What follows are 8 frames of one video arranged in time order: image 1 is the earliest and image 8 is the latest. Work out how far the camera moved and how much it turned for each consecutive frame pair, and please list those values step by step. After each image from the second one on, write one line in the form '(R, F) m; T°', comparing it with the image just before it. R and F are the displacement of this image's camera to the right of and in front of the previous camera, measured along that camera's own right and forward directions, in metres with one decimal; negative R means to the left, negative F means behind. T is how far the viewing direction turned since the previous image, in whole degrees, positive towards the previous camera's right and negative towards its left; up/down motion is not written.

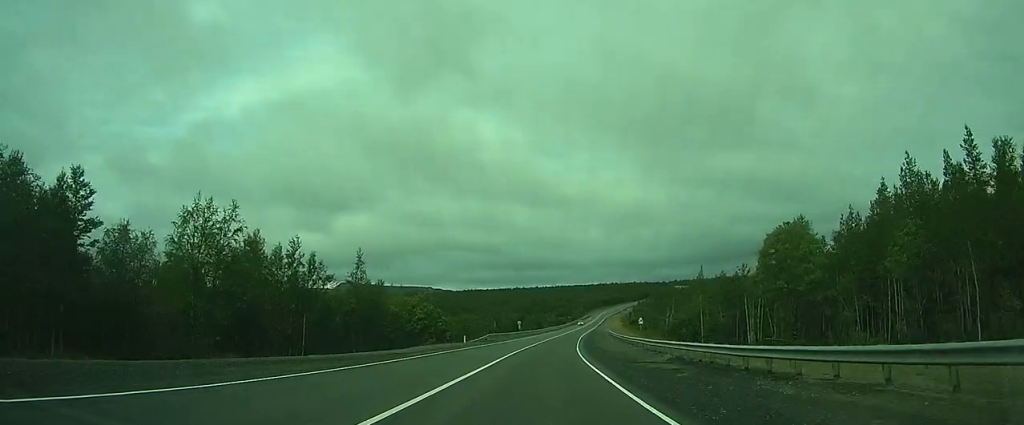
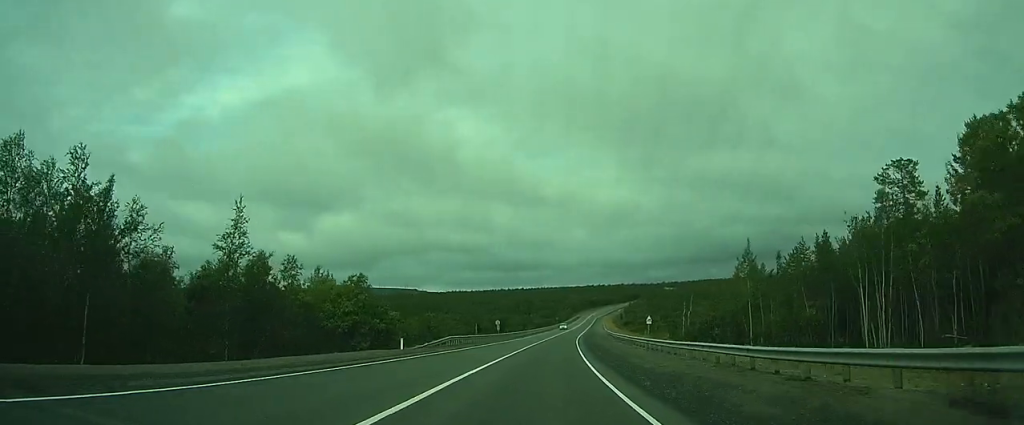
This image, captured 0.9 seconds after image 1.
(0.0, +22.6) m; -1°
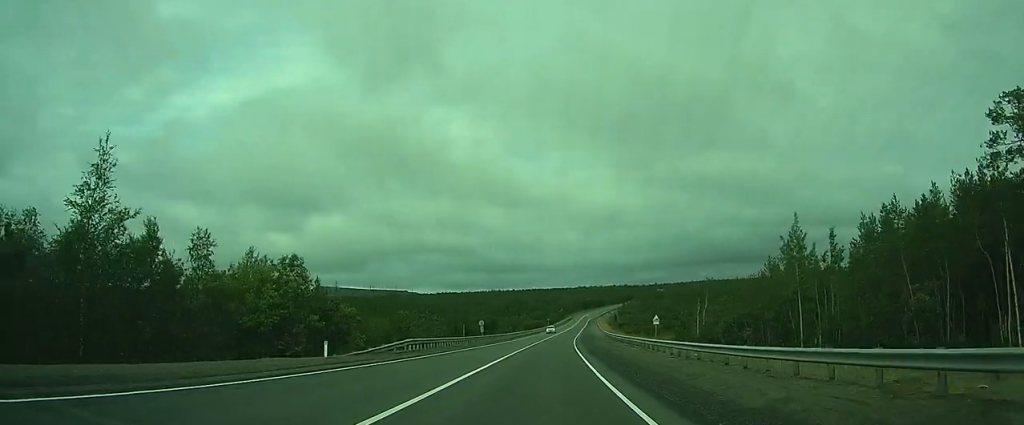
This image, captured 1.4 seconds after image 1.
(-0.1, +12.6) m; 0°
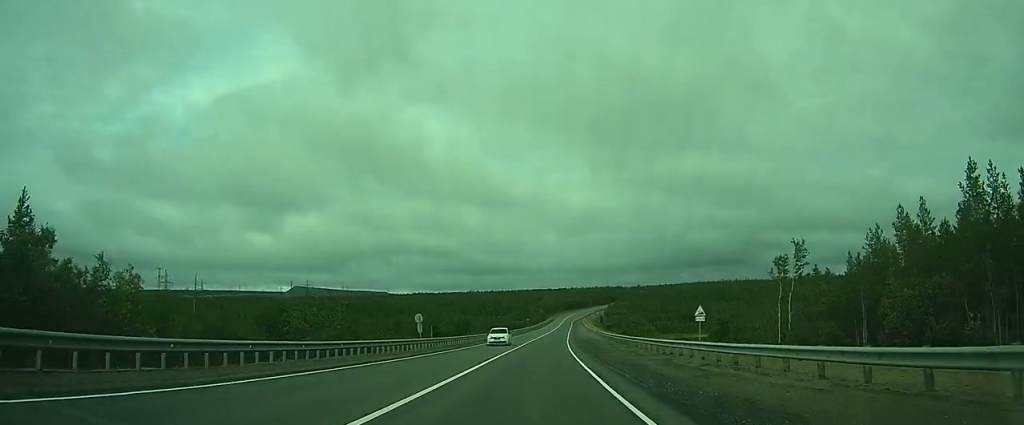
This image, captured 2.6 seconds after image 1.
(0.0, +31.0) m; -2°
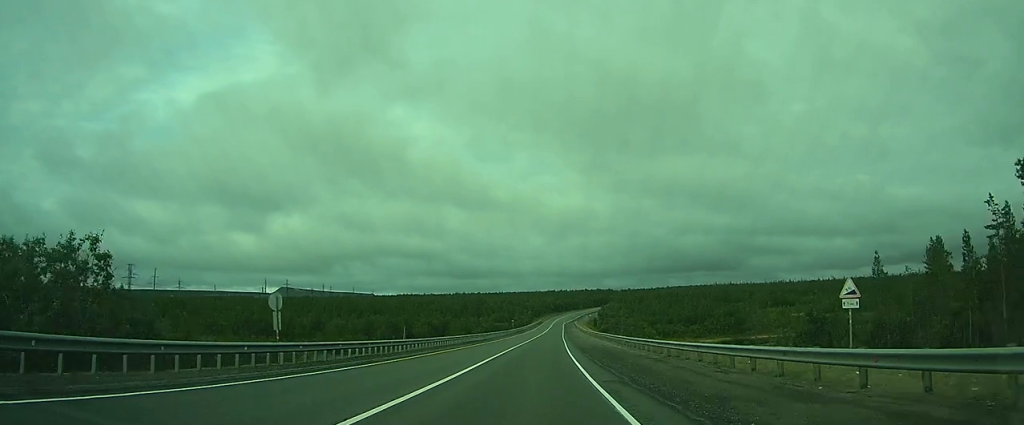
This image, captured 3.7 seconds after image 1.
(-0.8, +26.6) m; -2°
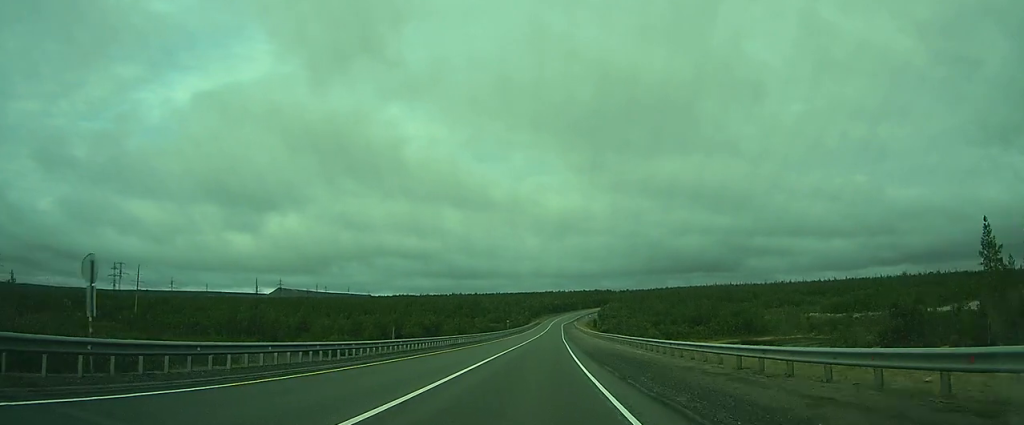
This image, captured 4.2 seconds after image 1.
(-0.1, +11.5) m; 0°
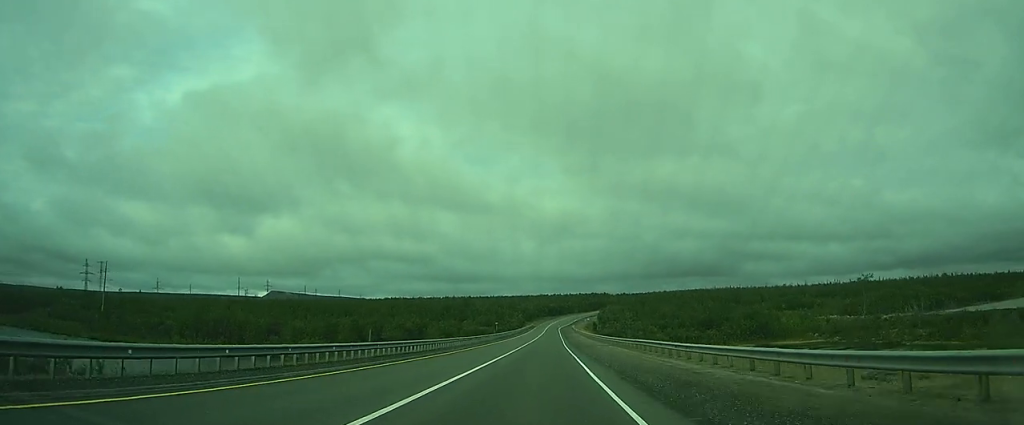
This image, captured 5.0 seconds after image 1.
(-0.1, +20.6) m; 0°
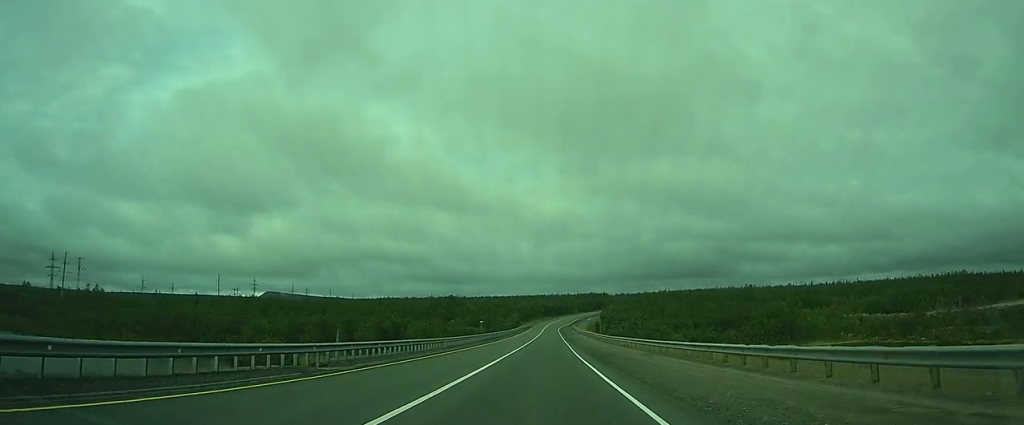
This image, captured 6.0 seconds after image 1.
(0.0, +24.9) m; 0°
